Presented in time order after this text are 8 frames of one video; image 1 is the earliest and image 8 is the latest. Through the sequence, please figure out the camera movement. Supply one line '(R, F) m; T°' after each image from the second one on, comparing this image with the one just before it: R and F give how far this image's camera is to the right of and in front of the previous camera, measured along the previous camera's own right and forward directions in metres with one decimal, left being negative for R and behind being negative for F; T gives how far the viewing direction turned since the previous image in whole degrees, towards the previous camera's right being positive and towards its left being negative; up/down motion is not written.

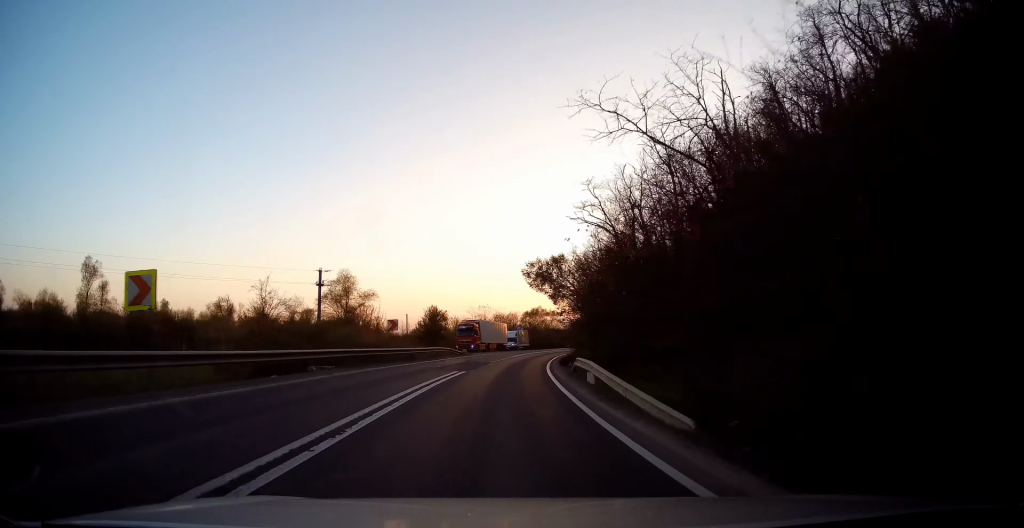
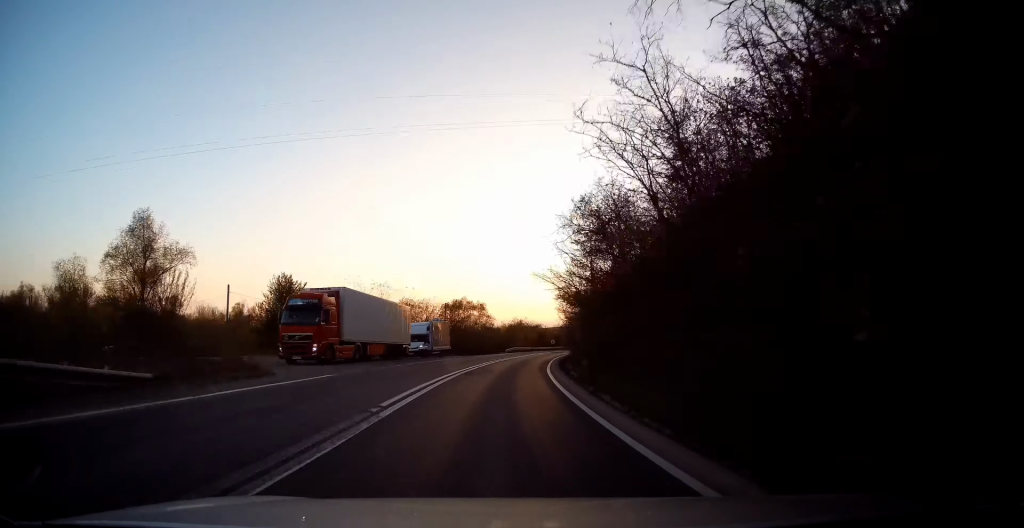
(+2.2, +39.4) m; +7°
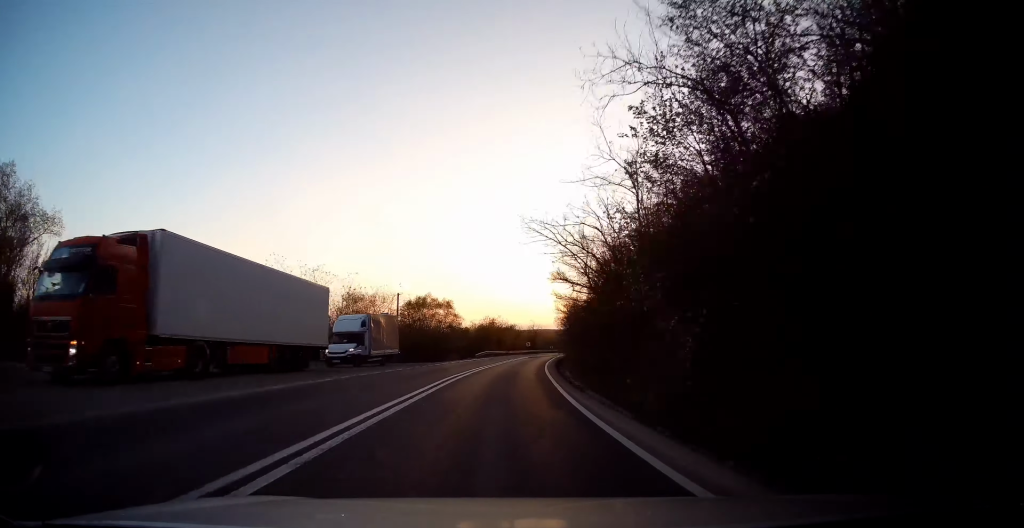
(+0.6, +15.3) m; +4°
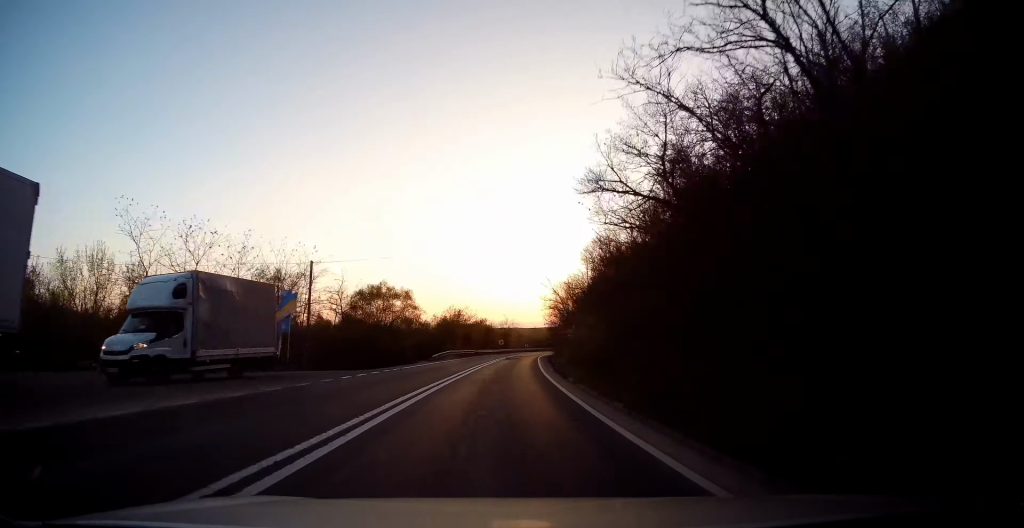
(+0.8, +17.9) m; +4°
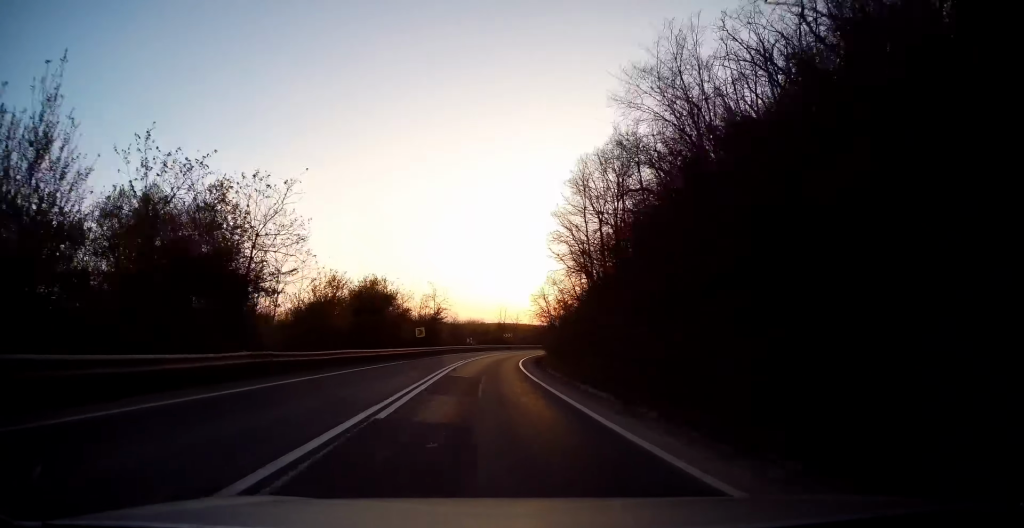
(+3.8, +54.9) m; +7°
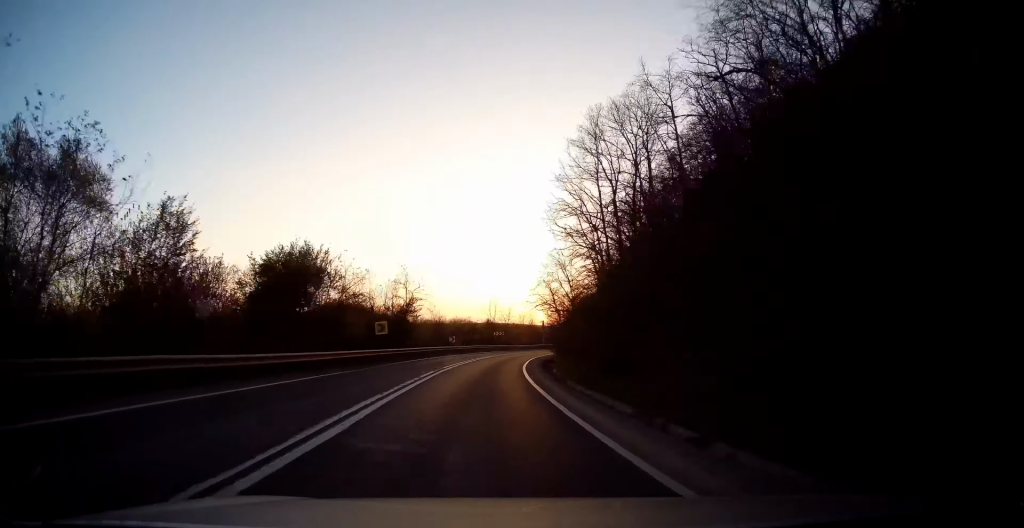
(+0.1, +14.4) m; +1°
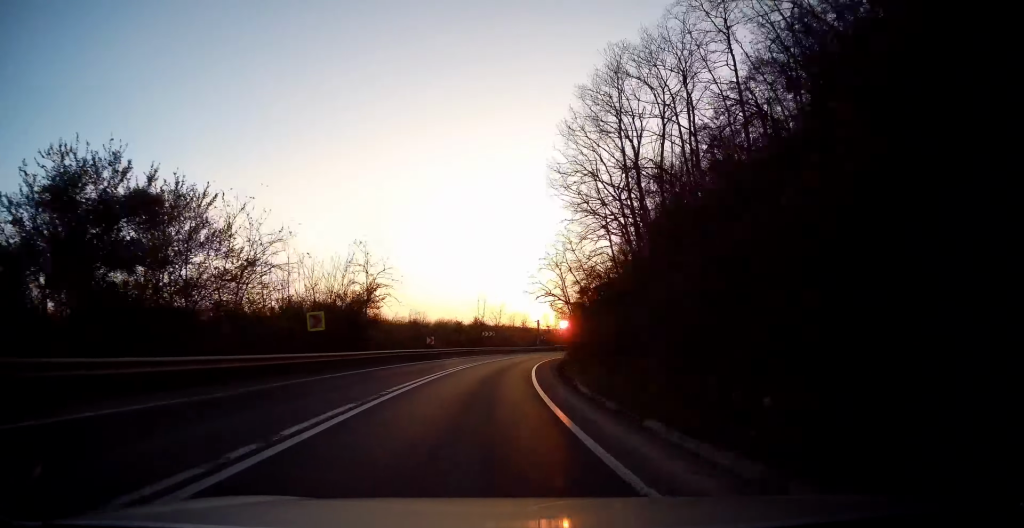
(+0.2, +12.7) m; +1°
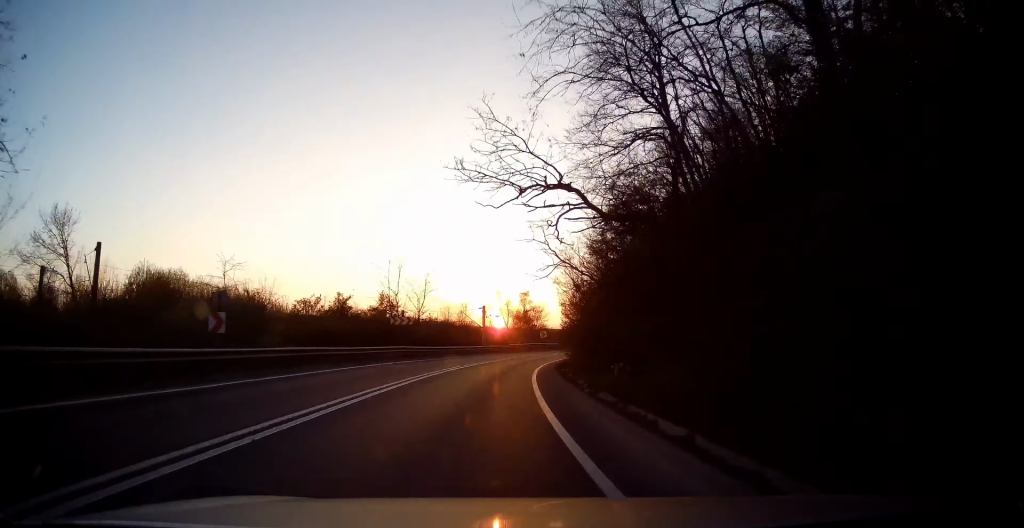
(+0.9, +31.3) m; +5°
